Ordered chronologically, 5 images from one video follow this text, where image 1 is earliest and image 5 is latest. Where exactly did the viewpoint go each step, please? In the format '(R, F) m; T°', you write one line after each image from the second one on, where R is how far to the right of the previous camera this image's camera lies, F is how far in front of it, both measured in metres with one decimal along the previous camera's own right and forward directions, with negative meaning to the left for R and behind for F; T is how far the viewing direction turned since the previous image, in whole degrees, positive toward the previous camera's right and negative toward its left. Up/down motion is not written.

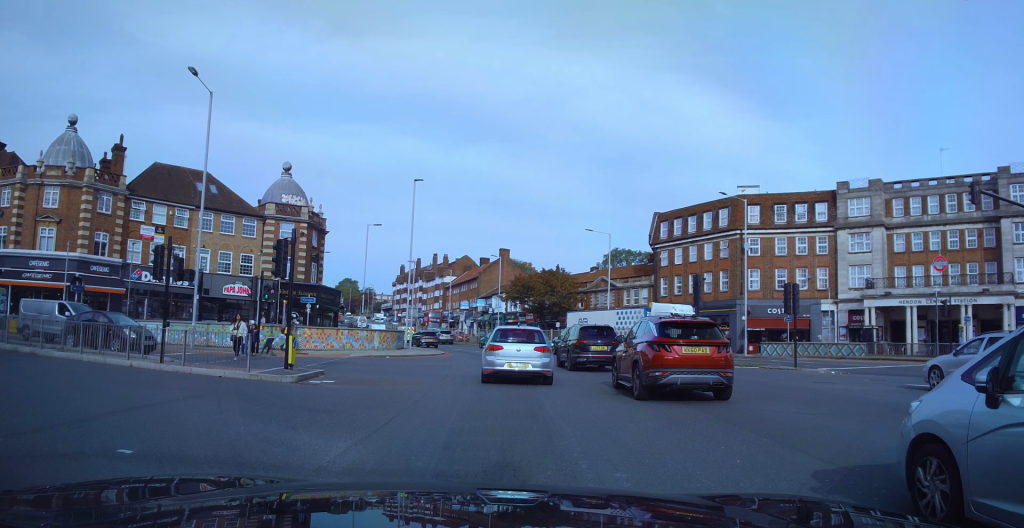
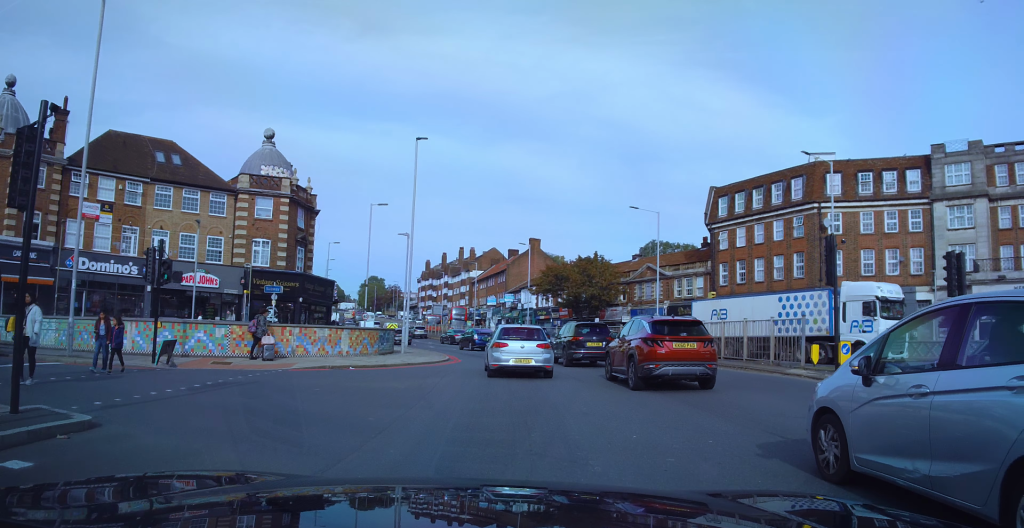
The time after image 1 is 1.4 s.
(-0.1, +10.6) m; -1°
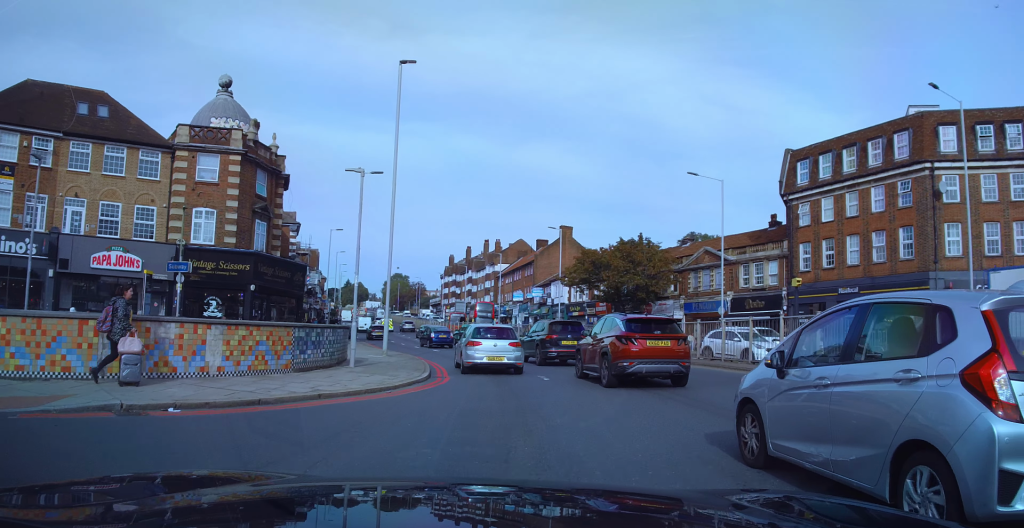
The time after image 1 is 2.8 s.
(0.0, +11.9) m; -3°
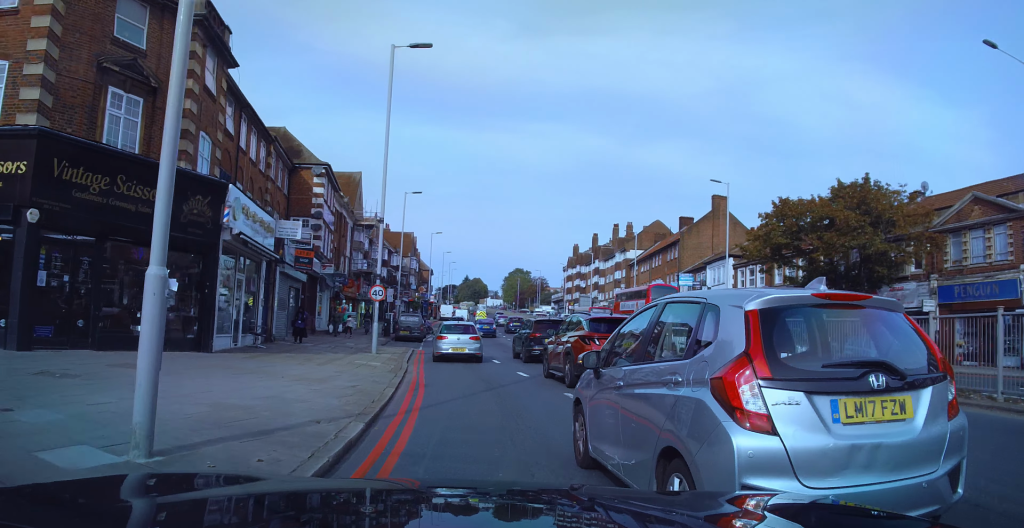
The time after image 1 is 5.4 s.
(-2.7, +21.1) m; -12°
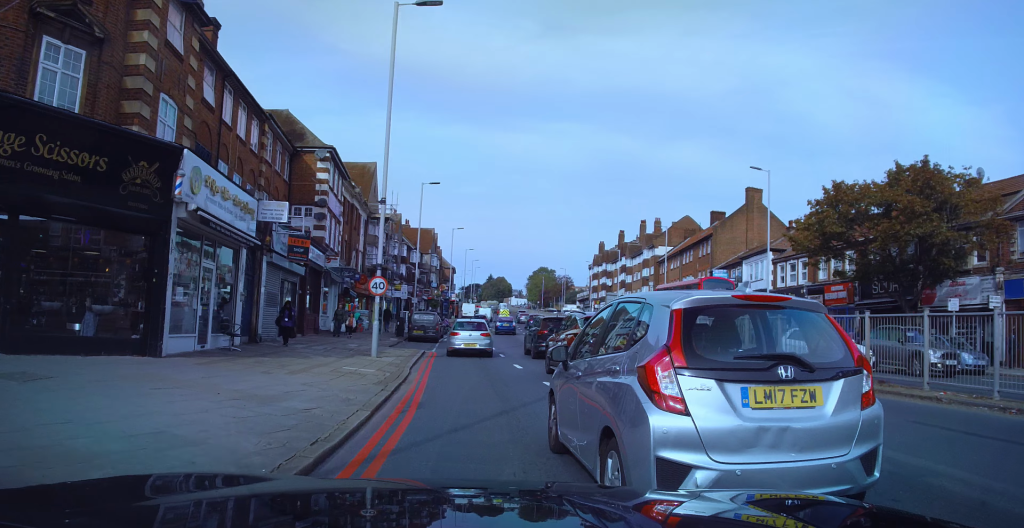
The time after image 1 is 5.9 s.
(+0.1, +3.6) m; 0°
